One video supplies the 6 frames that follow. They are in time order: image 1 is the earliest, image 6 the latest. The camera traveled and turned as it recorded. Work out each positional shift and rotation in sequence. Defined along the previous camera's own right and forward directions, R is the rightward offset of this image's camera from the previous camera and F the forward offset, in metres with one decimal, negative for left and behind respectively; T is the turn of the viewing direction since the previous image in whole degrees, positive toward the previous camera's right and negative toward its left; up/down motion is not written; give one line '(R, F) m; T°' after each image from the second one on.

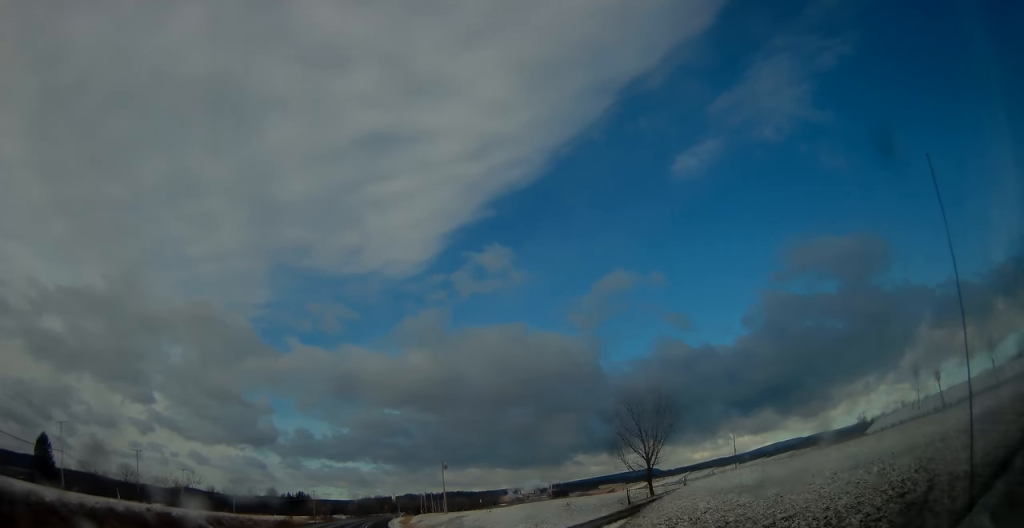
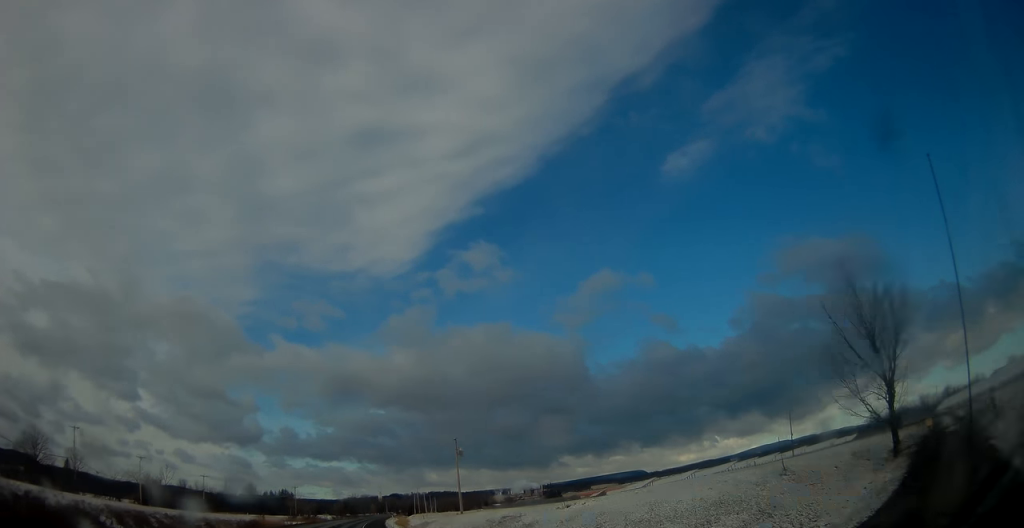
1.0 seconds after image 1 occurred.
(0.0, +24.4) m; +1°
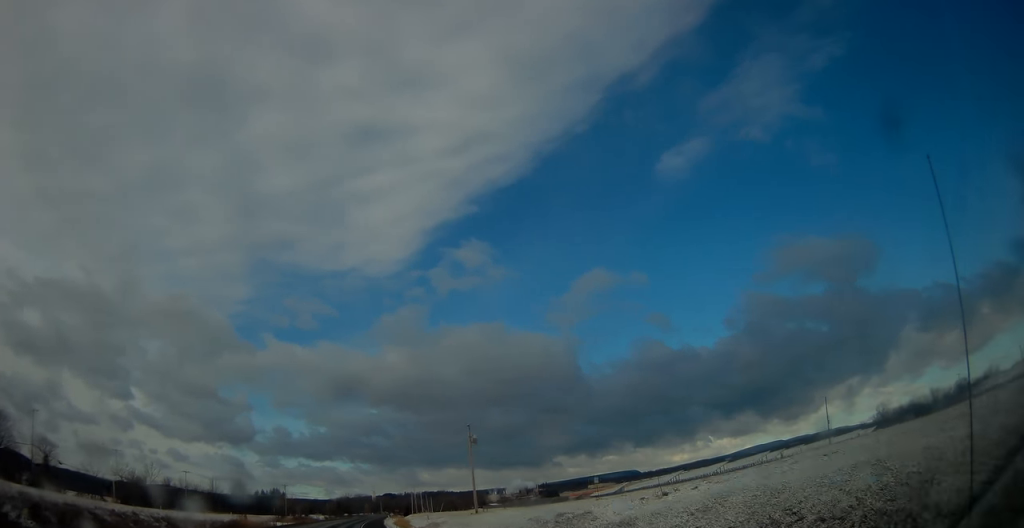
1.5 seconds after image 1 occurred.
(+0.2, +12.6) m; +1°
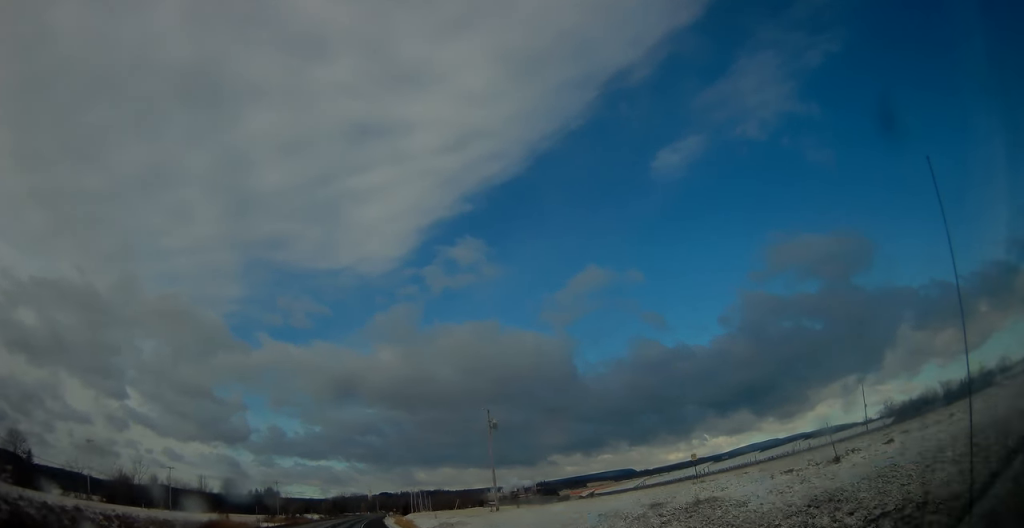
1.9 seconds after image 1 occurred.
(+0.1, +10.9) m; +1°
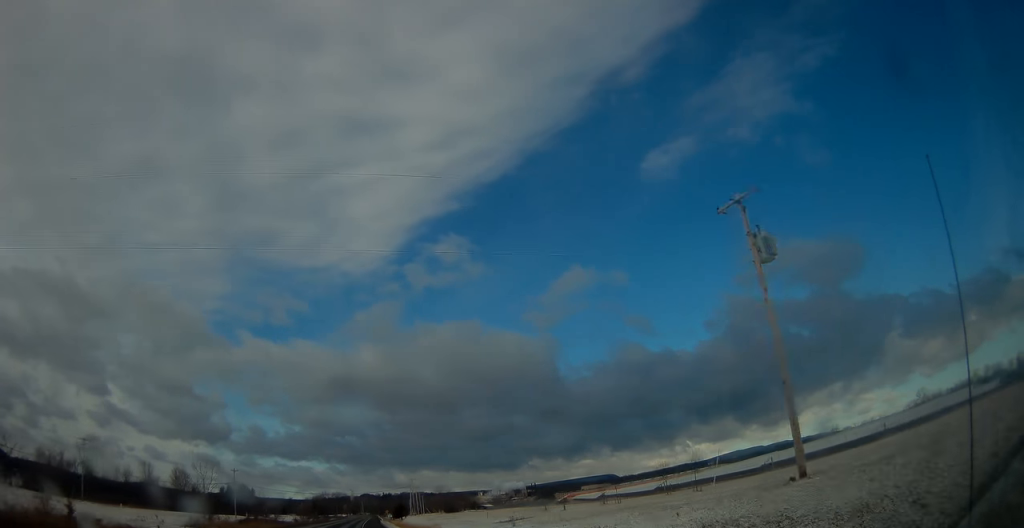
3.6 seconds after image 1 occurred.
(+0.8, +42.8) m; +2°
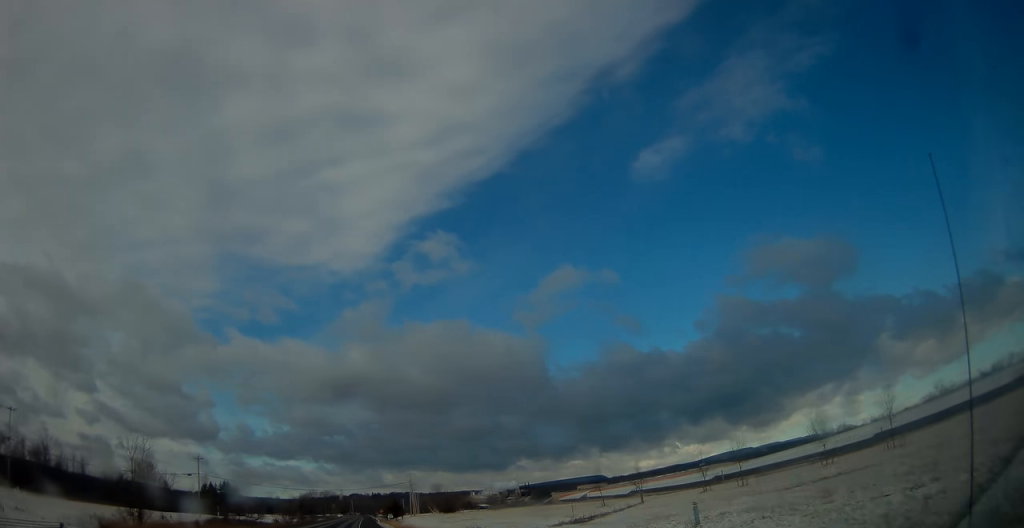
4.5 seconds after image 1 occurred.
(+0.1, +22.7) m; +1°
